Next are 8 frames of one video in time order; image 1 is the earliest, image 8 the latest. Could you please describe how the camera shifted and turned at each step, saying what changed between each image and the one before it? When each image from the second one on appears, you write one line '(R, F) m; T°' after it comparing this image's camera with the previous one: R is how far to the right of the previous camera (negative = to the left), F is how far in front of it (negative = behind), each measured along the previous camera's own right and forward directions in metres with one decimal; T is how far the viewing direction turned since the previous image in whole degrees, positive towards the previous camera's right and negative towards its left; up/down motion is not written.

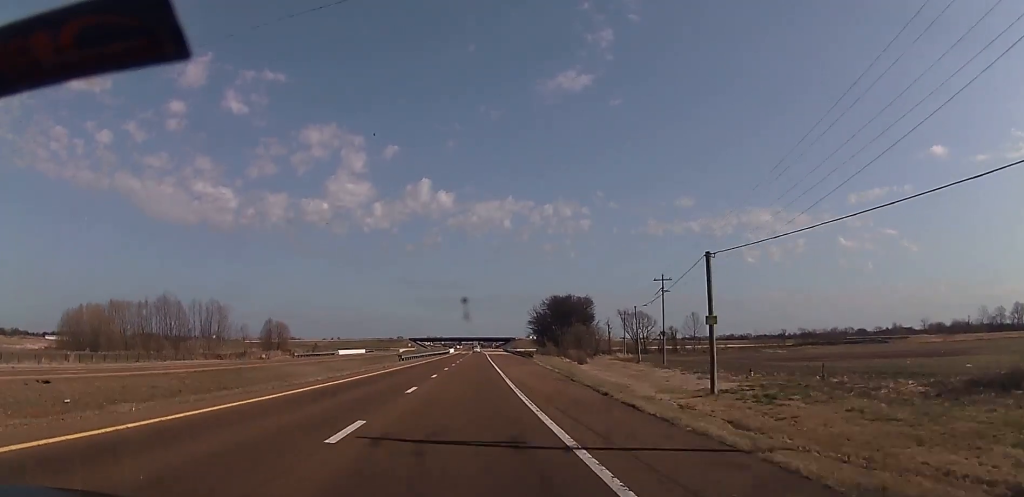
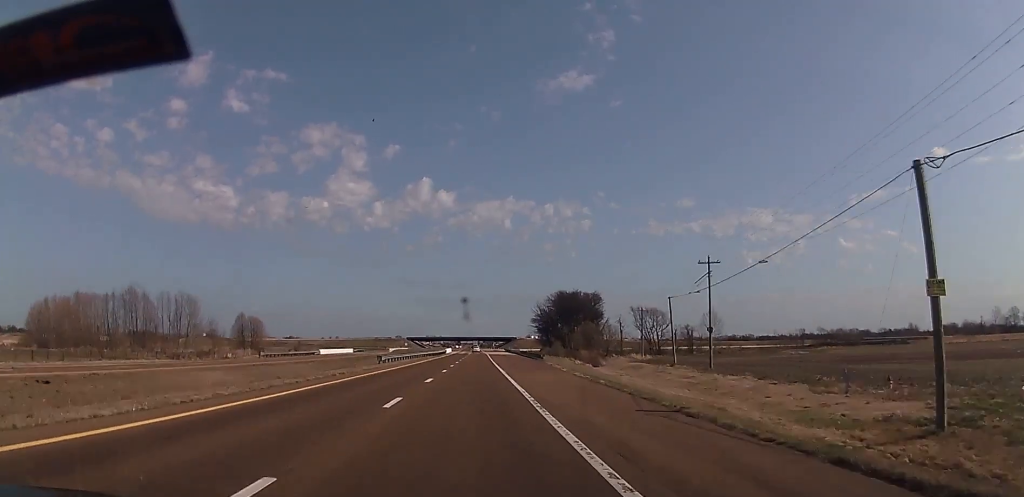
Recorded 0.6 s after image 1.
(0.0, +18.4) m; 0°
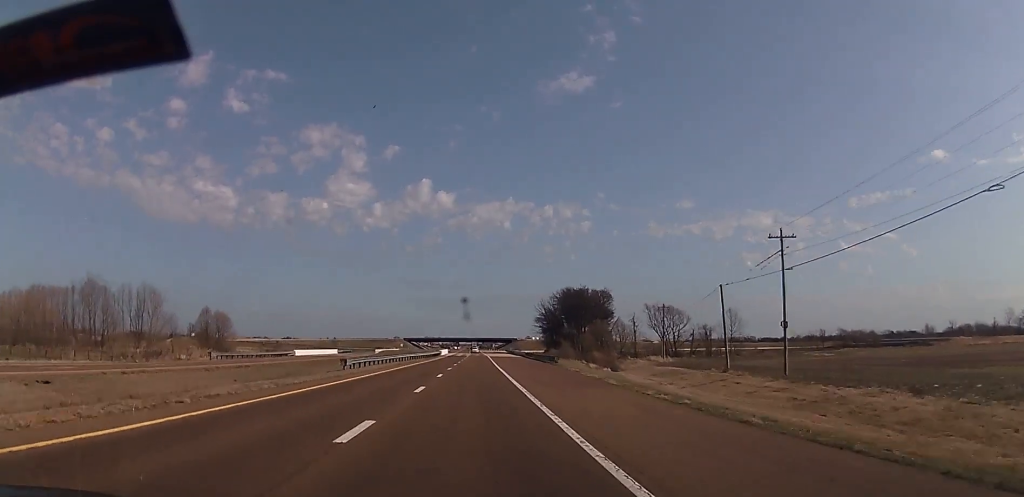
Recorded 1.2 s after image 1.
(0.0, +18.3) m; 0°
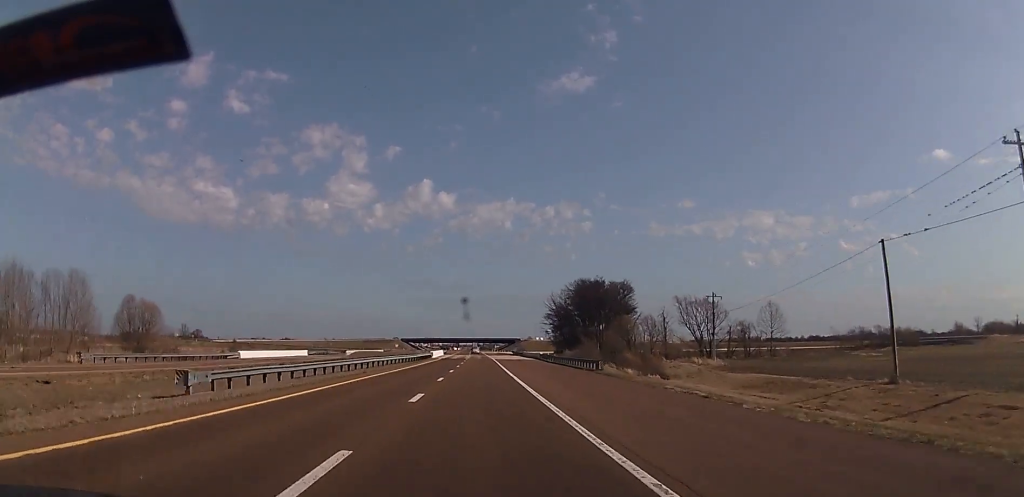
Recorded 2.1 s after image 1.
(0.0, +28.5) m; 0°
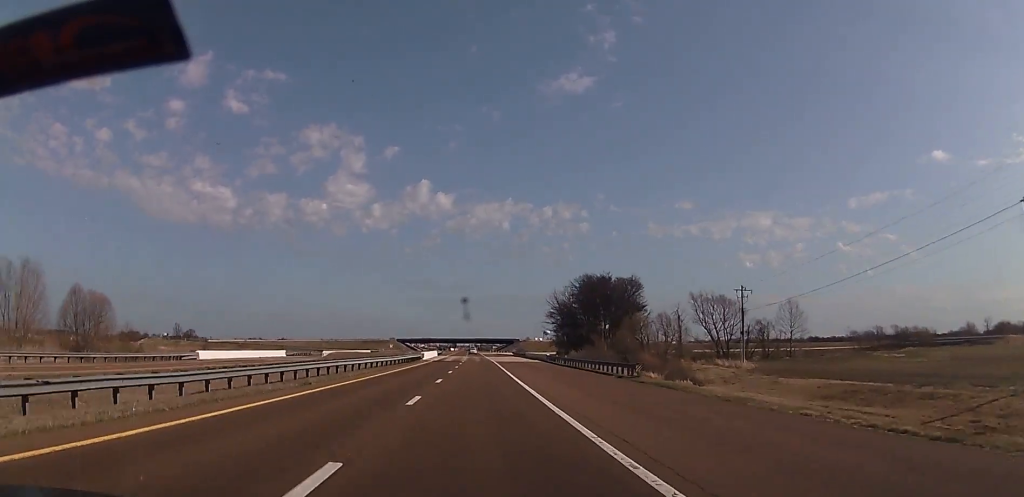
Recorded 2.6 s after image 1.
(-0.1, +13.2) m; +1°
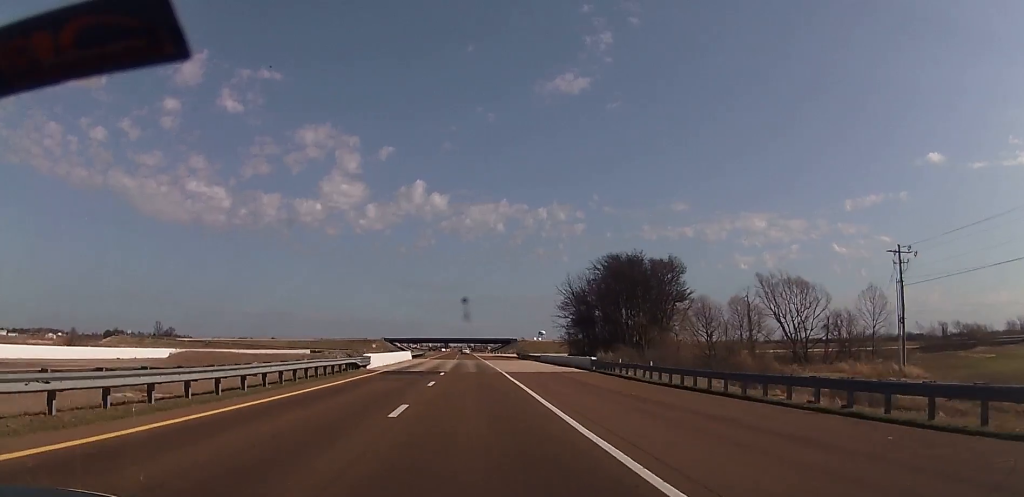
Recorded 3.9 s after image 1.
(+0.8, +40.4) m; 0°
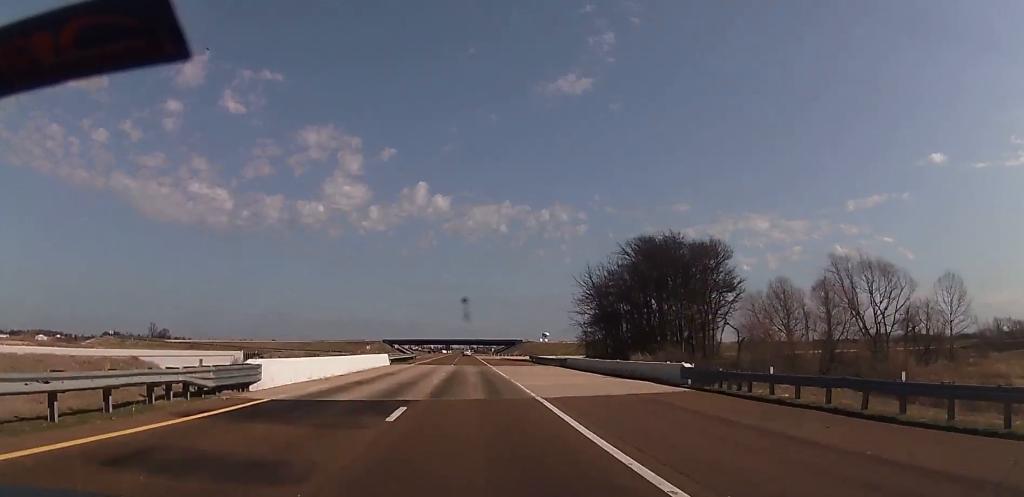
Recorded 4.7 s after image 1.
(-0.6, +24.2) m; 0°
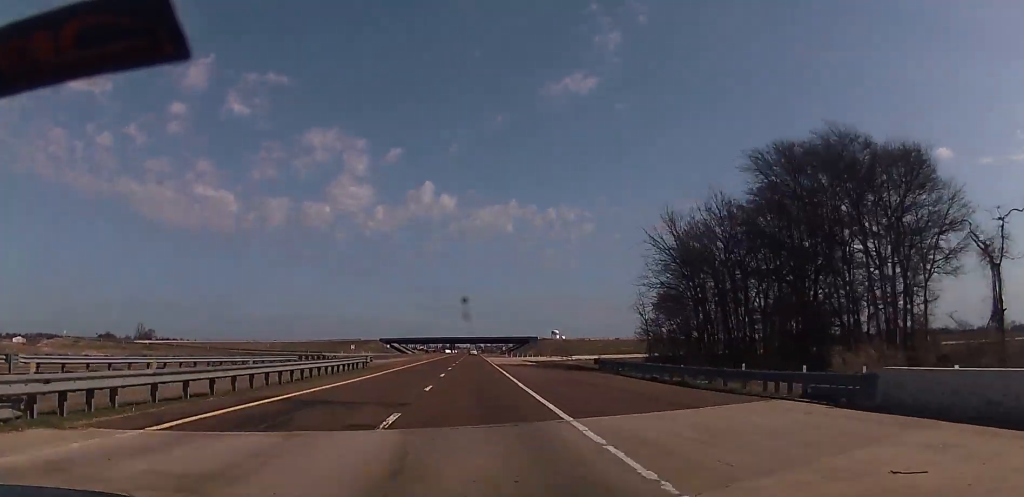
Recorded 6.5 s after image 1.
(+0.6, +52.5) m; 0°
